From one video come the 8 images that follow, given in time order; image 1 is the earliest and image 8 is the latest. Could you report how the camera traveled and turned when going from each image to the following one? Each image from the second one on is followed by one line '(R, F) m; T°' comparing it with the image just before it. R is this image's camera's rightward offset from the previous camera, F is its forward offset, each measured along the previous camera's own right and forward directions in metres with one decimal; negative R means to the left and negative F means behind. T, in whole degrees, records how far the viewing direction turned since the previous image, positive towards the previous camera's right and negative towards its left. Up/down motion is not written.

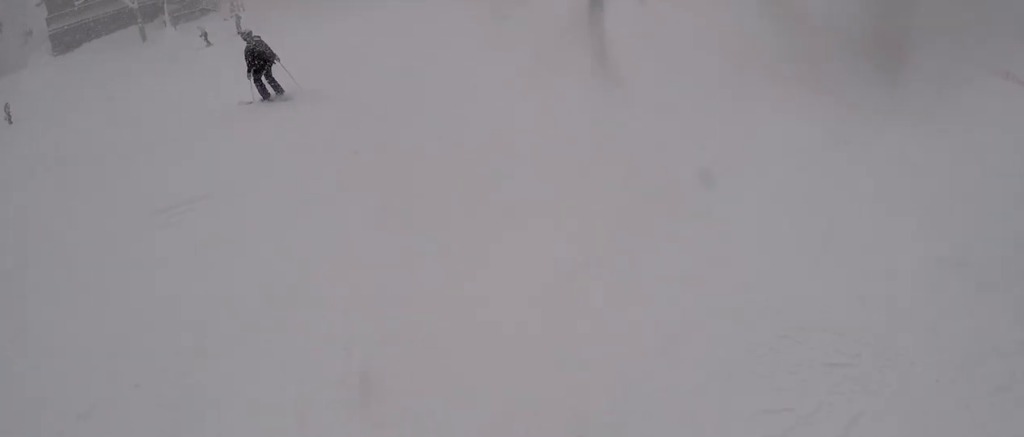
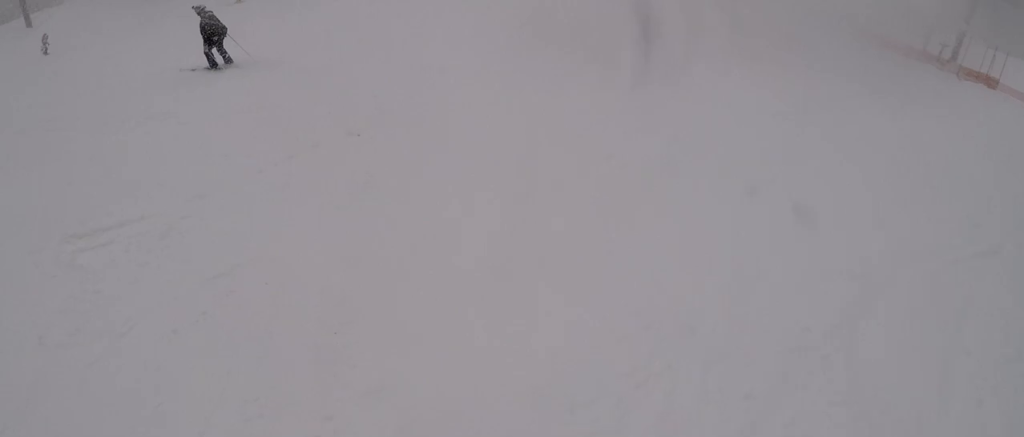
(+0.2, +1.9) m; -2°
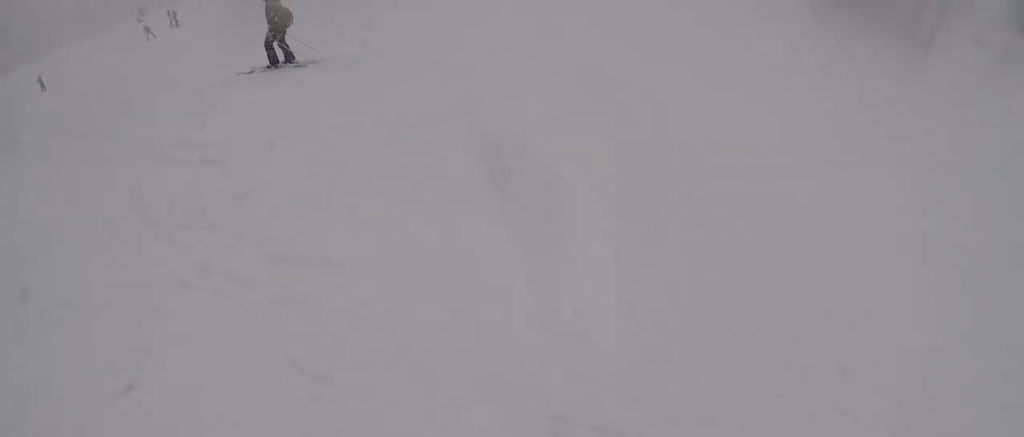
(-1.0, +5.6) m; -21°
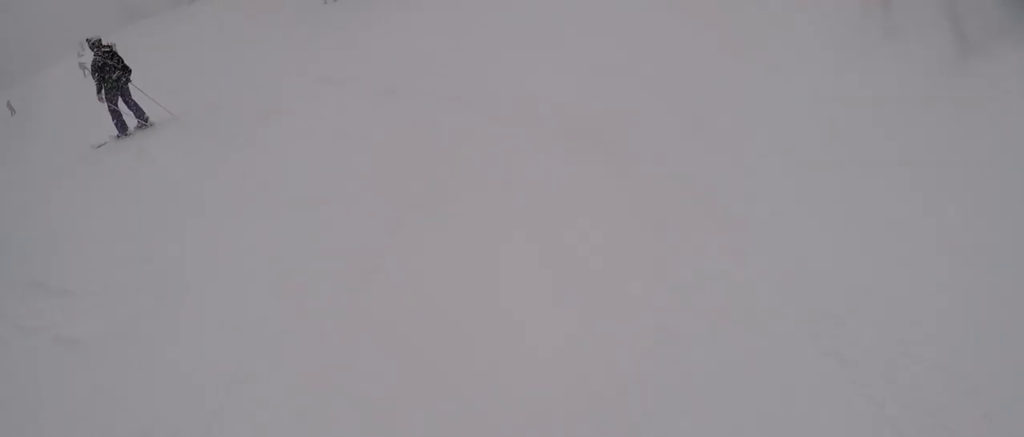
(-0.1, +2.3) m; -2°
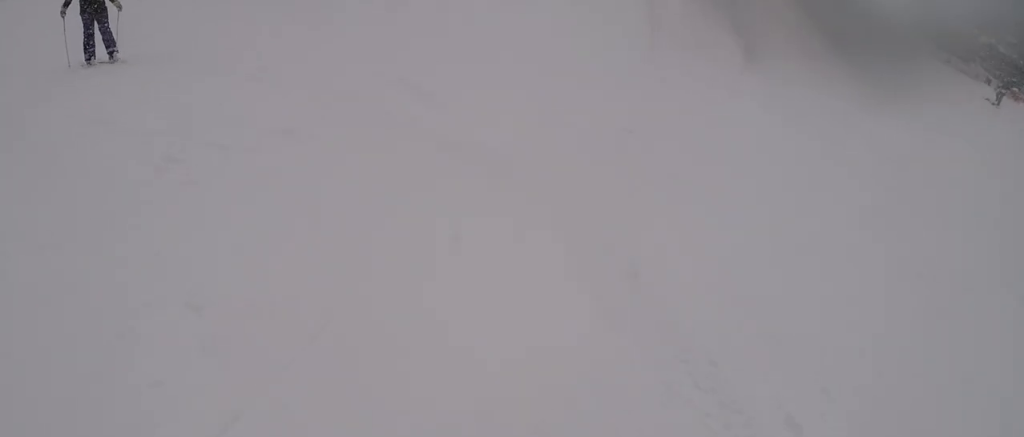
(0.0, +2.9) m; -2°
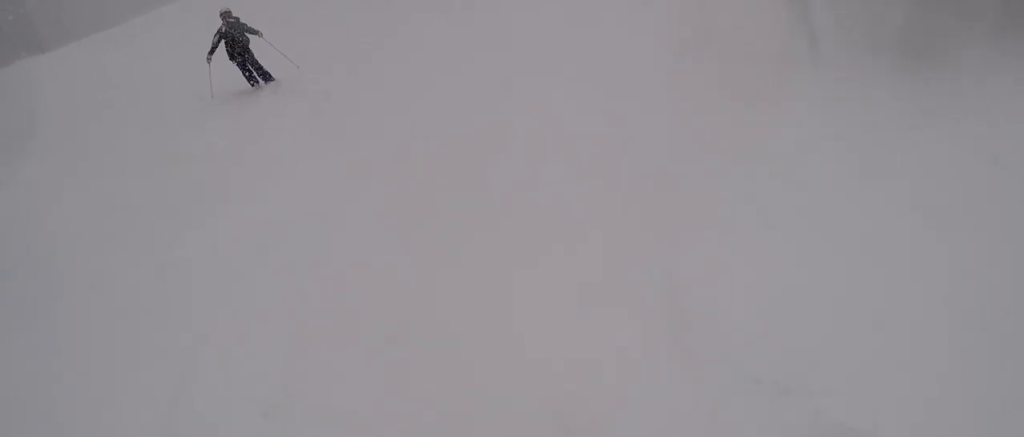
(-2.3, +6.4) m; -21°
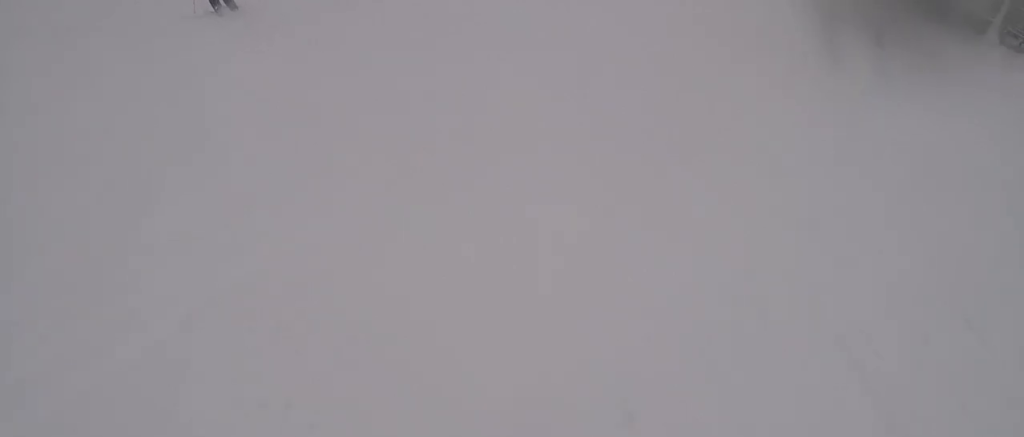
(+1.0, +3.6) m; -3°
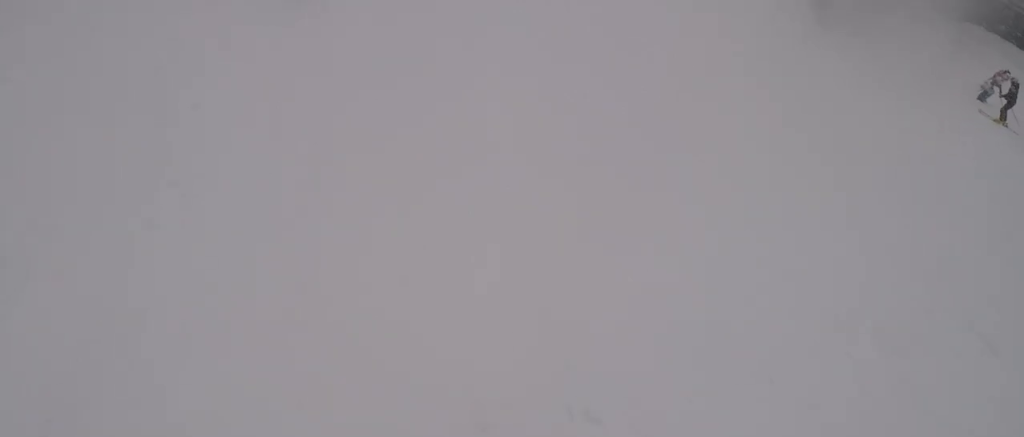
(0.0, +1.7) m; -6°
